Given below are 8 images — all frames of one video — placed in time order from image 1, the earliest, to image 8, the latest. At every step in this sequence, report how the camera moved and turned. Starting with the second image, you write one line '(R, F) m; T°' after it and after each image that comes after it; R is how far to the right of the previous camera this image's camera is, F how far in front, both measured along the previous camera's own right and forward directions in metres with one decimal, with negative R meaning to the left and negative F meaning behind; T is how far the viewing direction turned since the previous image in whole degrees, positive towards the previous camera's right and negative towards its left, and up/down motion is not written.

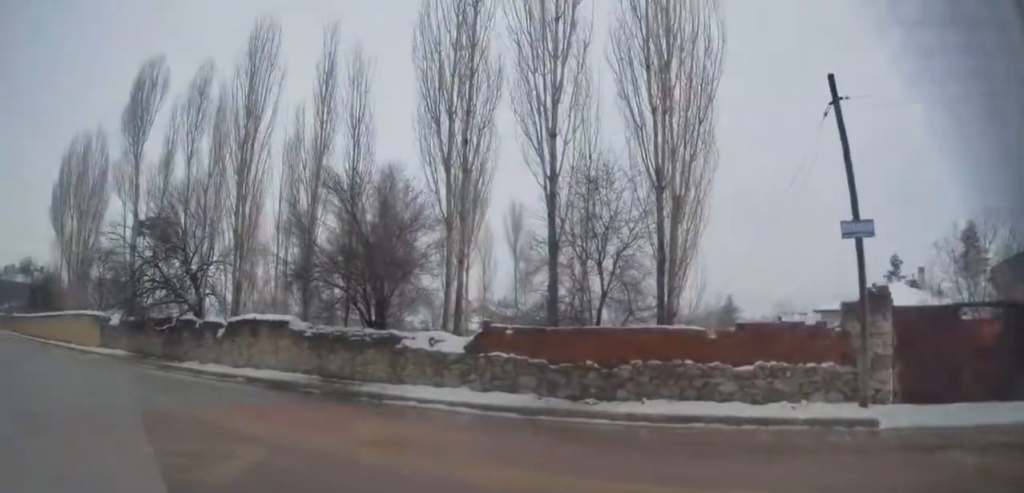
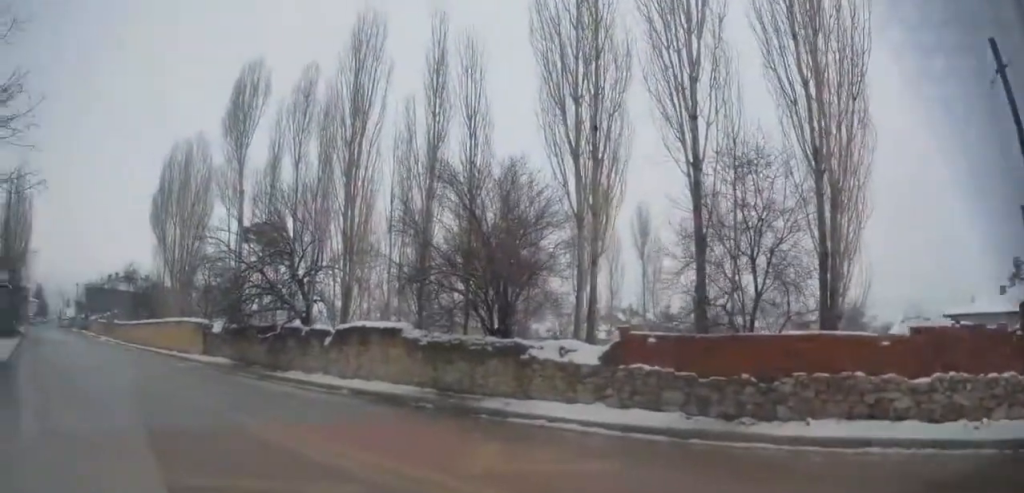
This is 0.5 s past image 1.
(0.0, +2.0) m; -16°
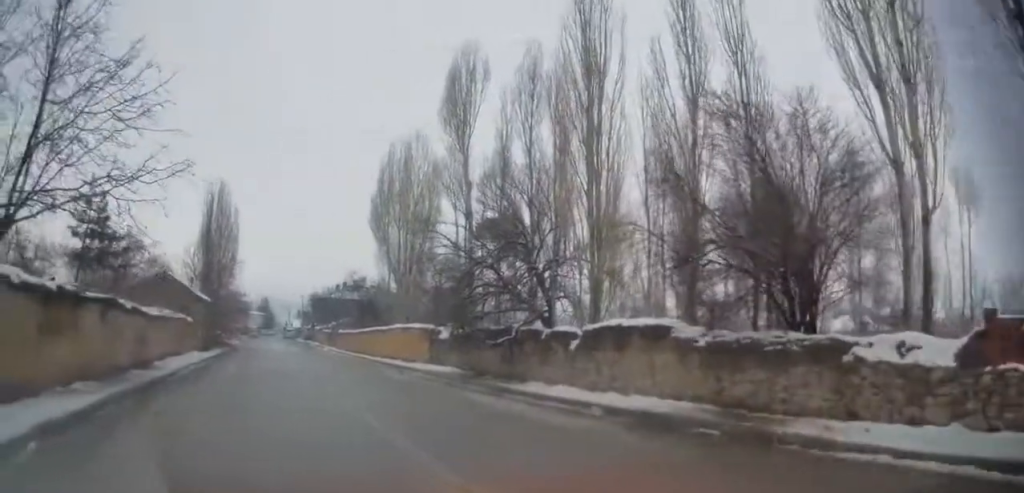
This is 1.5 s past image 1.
(-1.1, +2.1) m; -28°
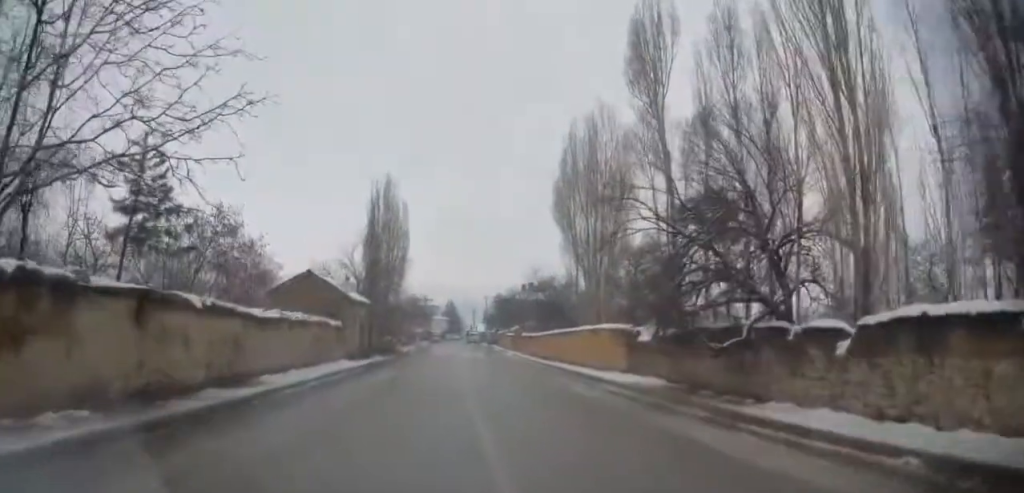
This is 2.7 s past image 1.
(0.0, +3.4) m; 0°
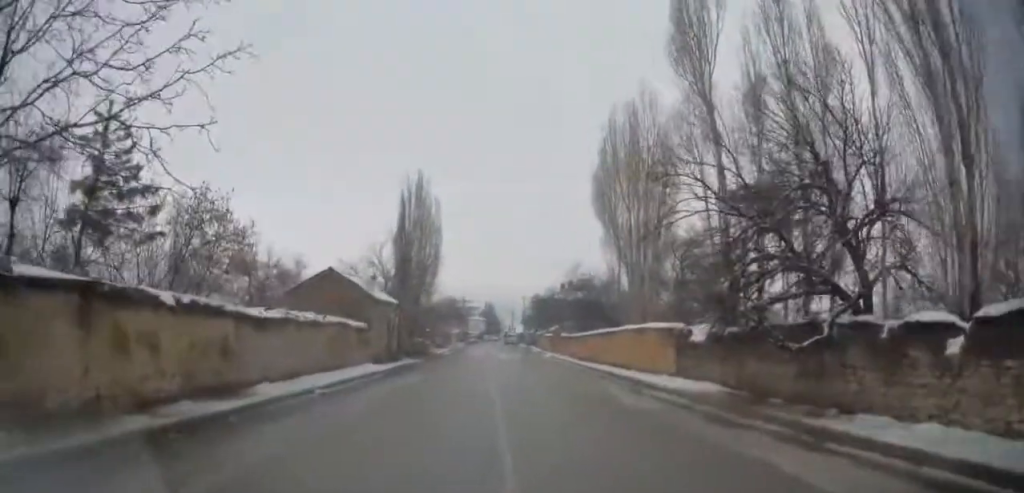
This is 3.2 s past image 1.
(0.0, +2.0) m; -1°
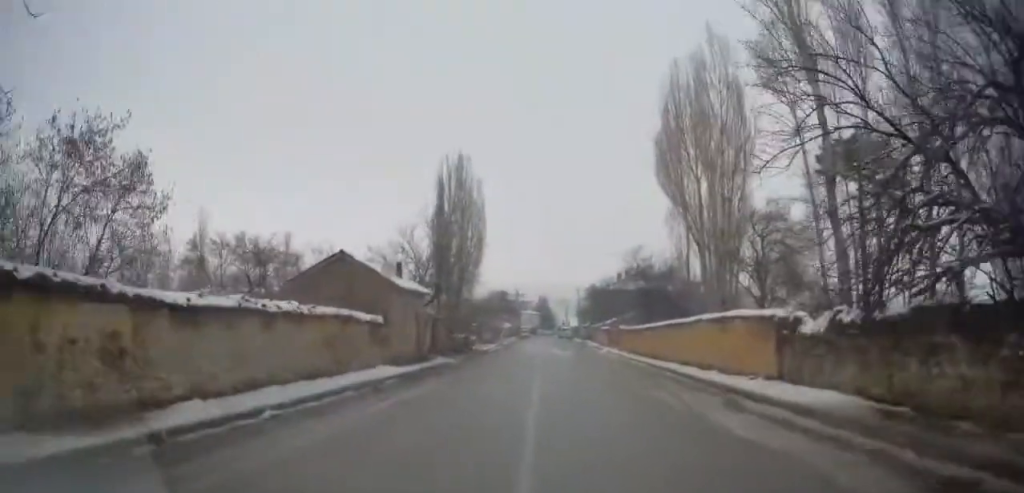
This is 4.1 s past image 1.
(-0.1, +4.5) m; -9°
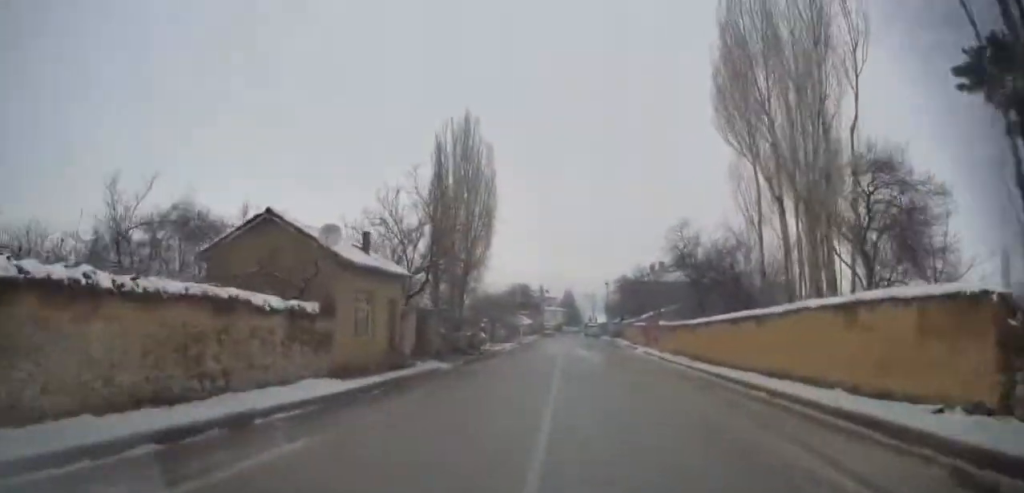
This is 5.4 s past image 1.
(-1.0, +7.0) m; -8°
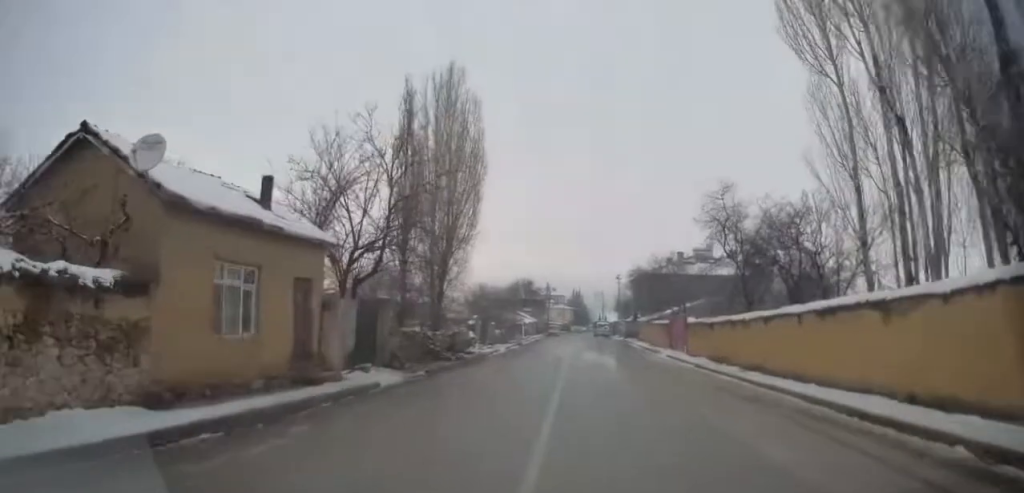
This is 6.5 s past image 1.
(+0.4, +7.3) m; +5°
